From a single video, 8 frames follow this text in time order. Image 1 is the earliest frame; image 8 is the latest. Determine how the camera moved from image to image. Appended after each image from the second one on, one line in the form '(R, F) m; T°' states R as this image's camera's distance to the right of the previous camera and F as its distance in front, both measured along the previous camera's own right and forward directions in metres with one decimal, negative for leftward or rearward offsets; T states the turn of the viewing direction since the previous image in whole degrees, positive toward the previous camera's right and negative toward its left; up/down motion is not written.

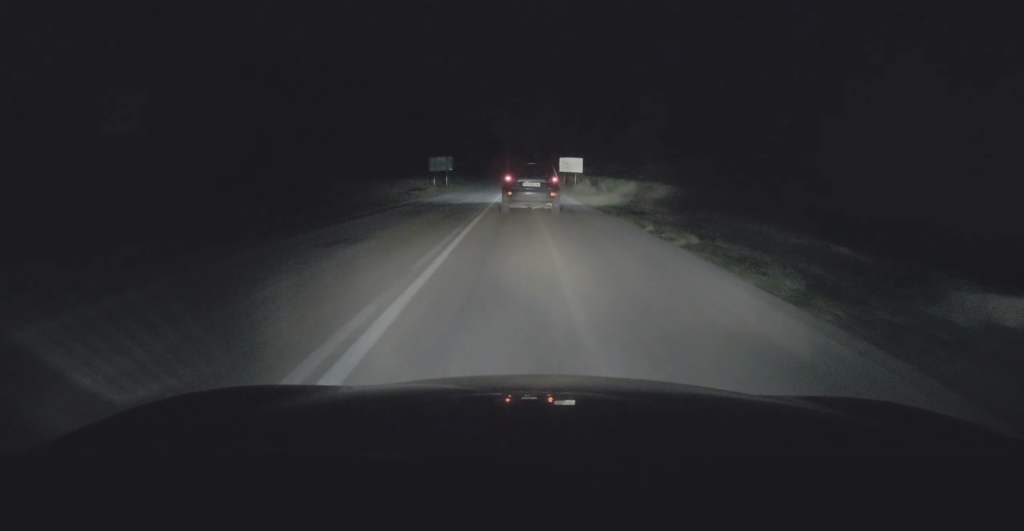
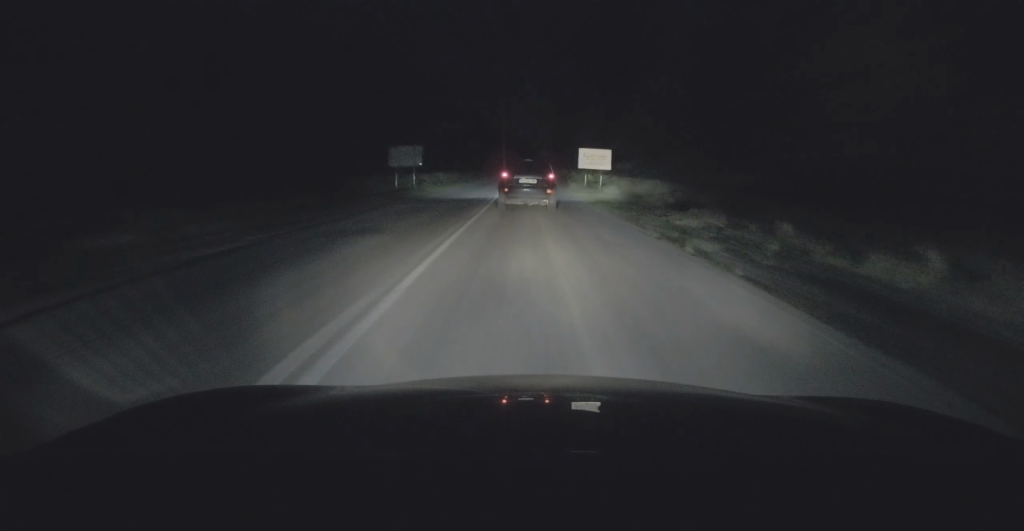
(0.0, +17.5) m; 0°
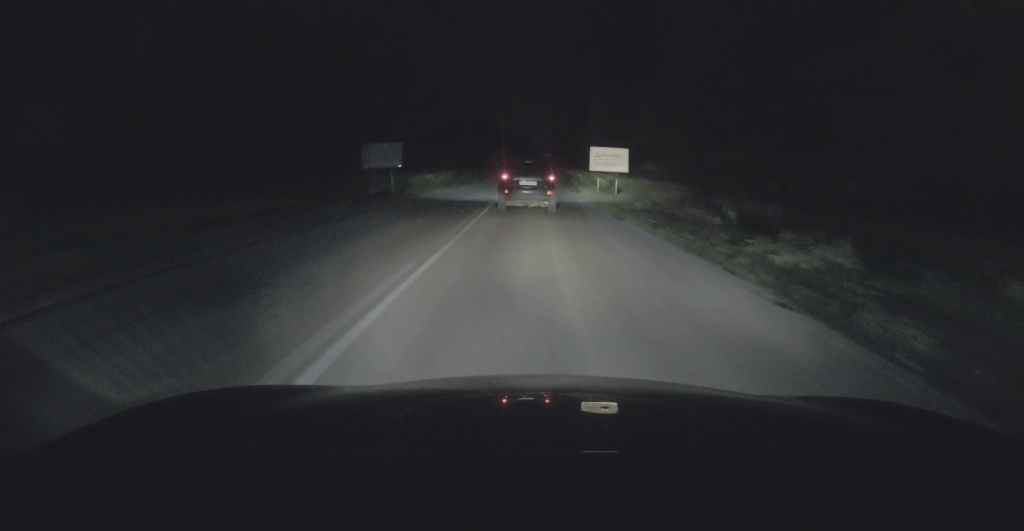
(0.0, +7.0) m; 0°
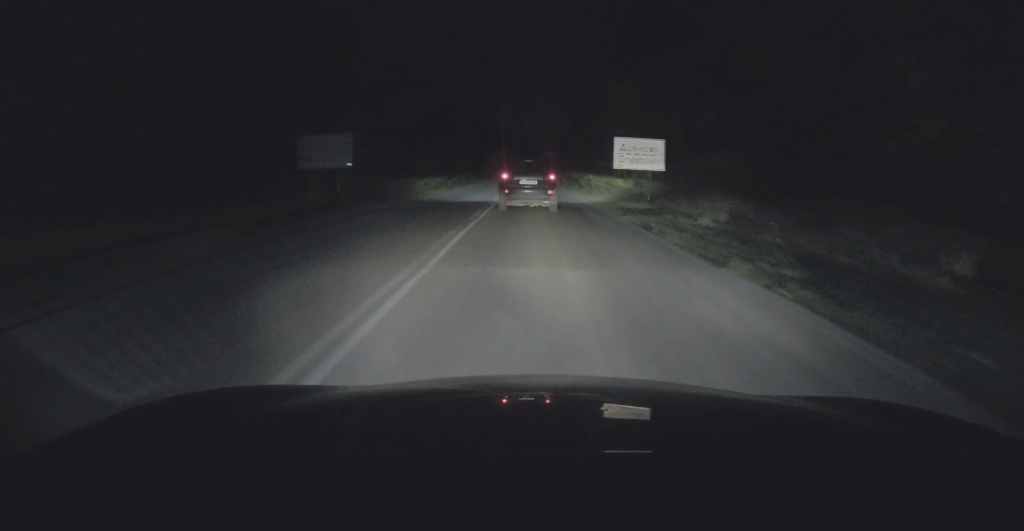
(0.0, +8.5) m; 0°
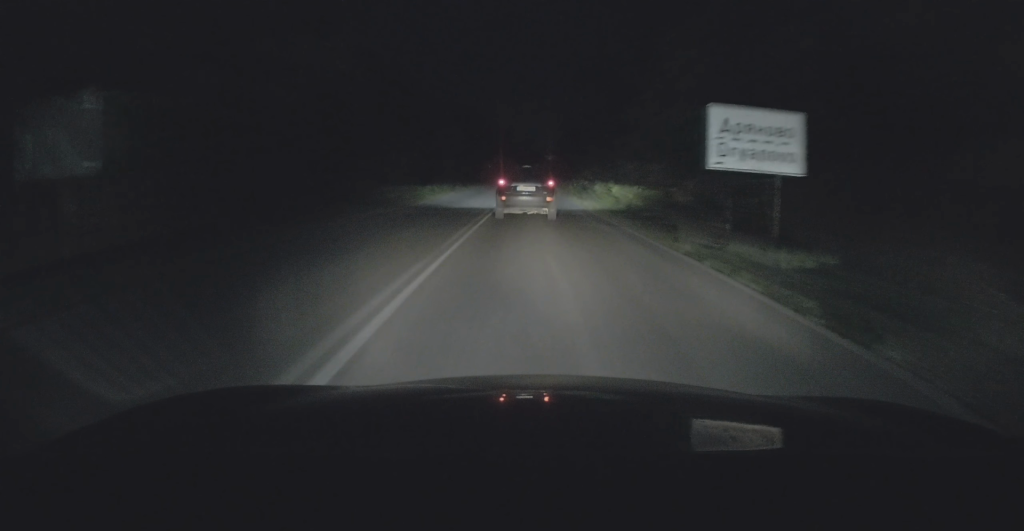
(0.0, +13.5) m; +1°
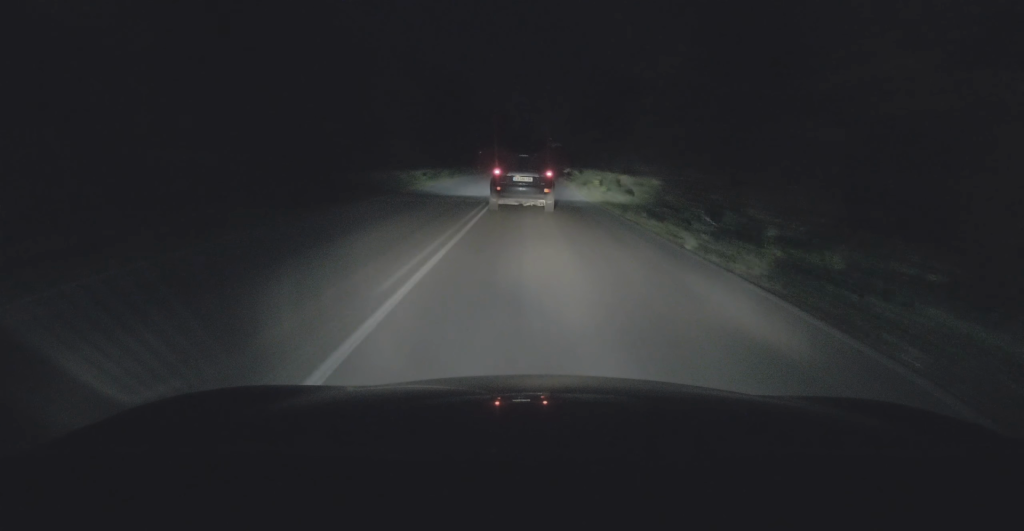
(+0.3, +22.2) m; +1°
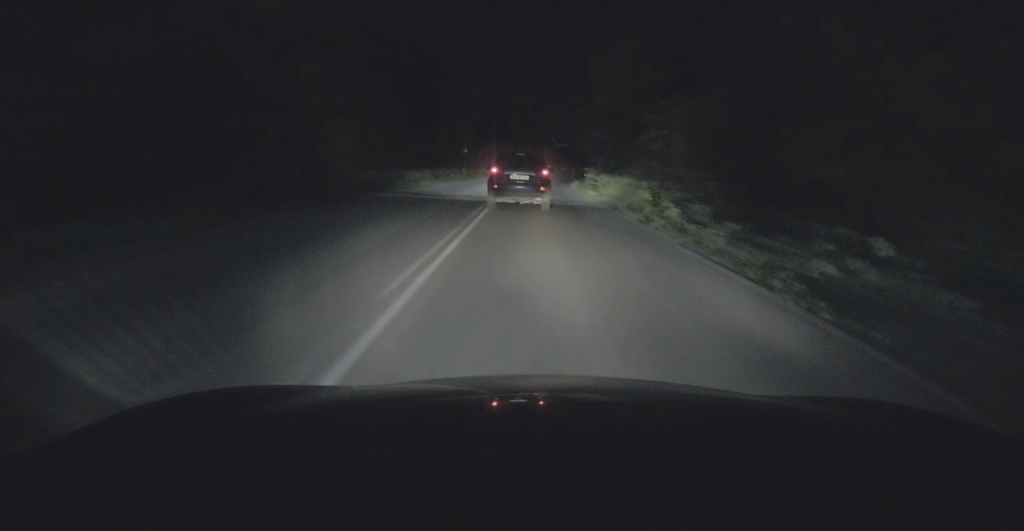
(-0.1, +18.0) m; 0°
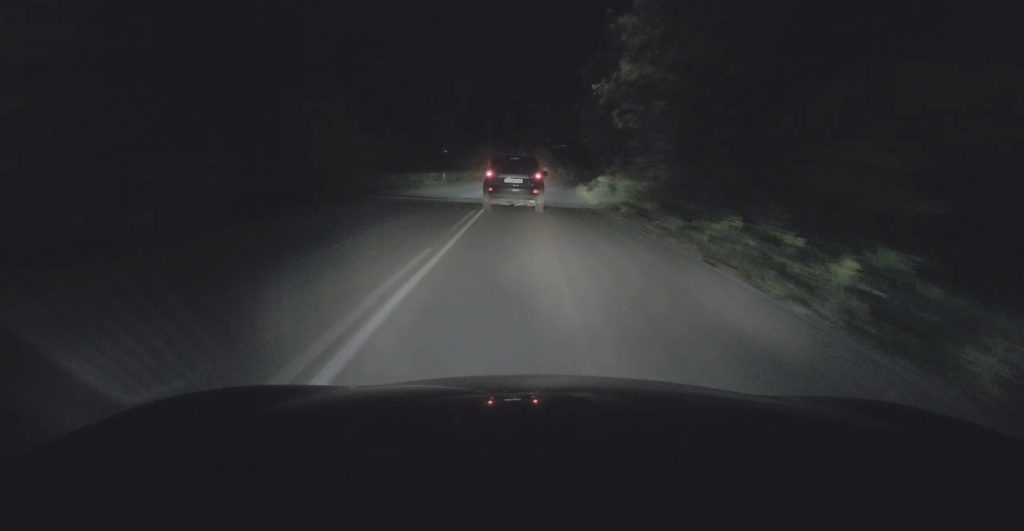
(+0.2, +10.3) m; +1°
